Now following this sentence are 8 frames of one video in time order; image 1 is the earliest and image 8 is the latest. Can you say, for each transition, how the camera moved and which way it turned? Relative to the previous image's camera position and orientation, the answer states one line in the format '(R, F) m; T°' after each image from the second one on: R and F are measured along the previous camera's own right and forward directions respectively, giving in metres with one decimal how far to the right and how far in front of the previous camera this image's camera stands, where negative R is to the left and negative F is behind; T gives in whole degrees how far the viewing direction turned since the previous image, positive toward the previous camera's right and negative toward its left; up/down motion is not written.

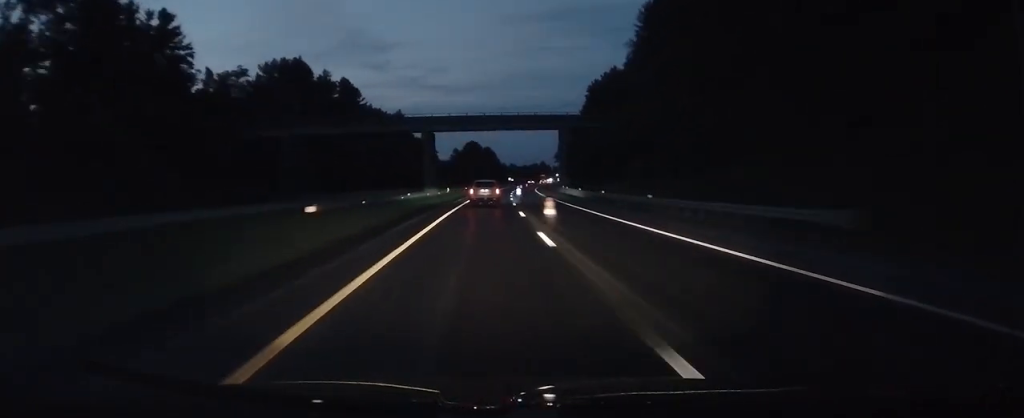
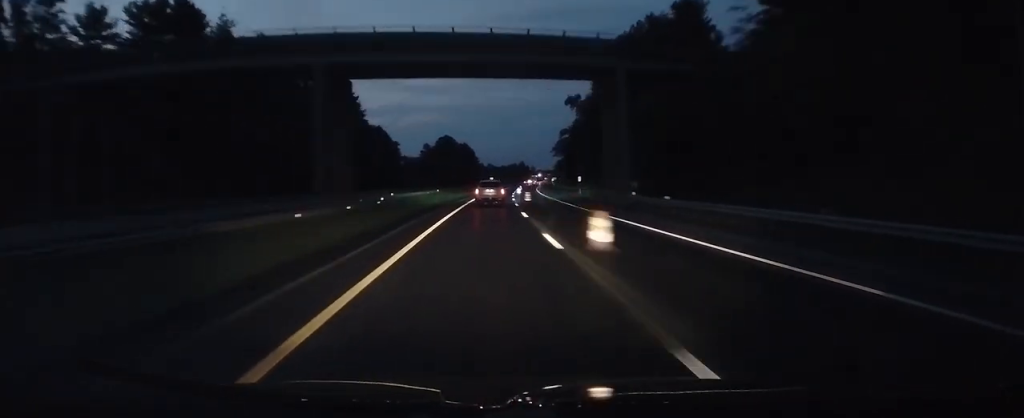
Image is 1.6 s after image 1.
(+1.0, +49.0) m; +2°
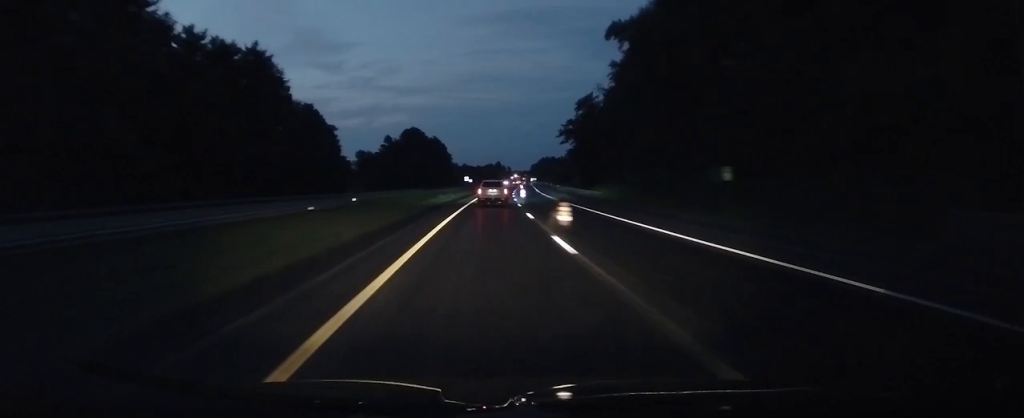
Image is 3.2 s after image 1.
(+0.2, +49.2) m; +2°
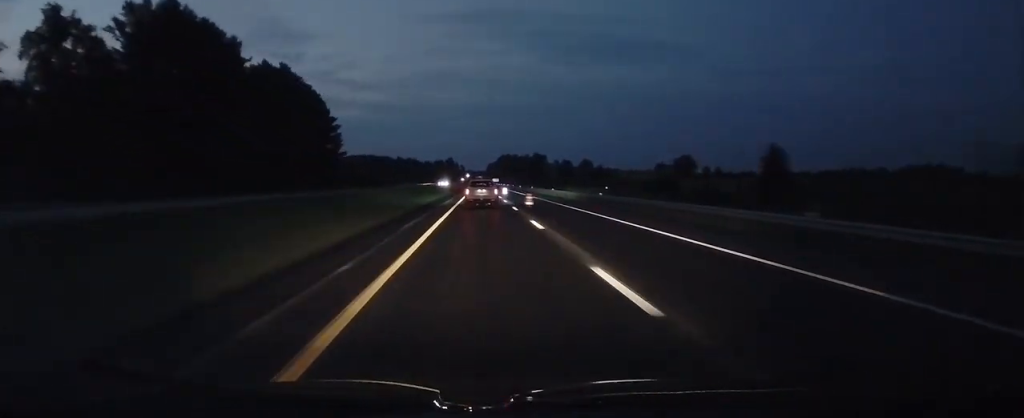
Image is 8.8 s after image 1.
(+8.4, +172.9) m; +3°
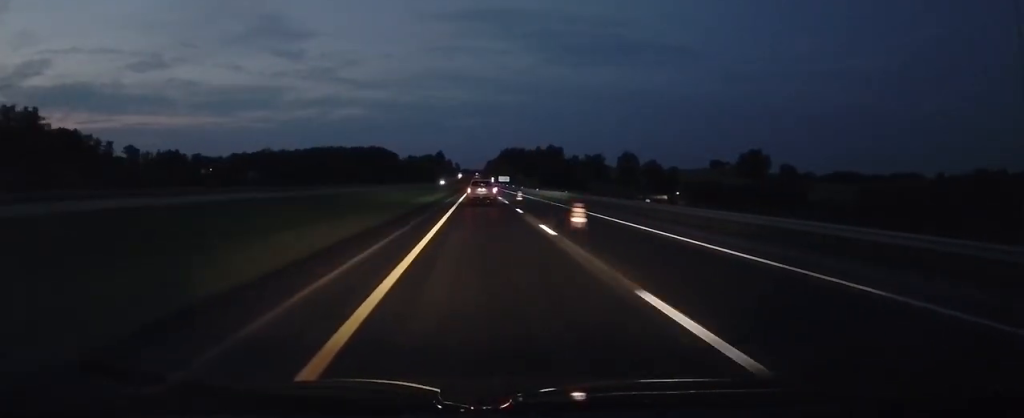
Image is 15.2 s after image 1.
(+0.4, +195.9) m; 0°
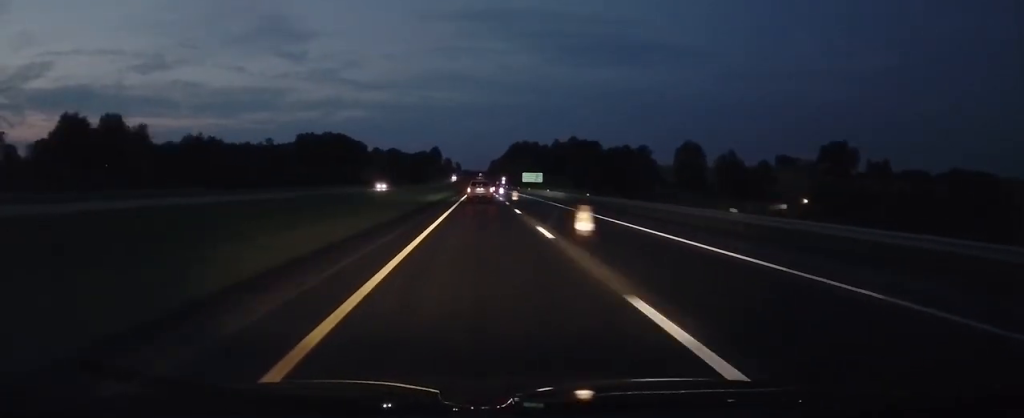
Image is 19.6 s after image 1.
(0.0, +134.4) m; 0°
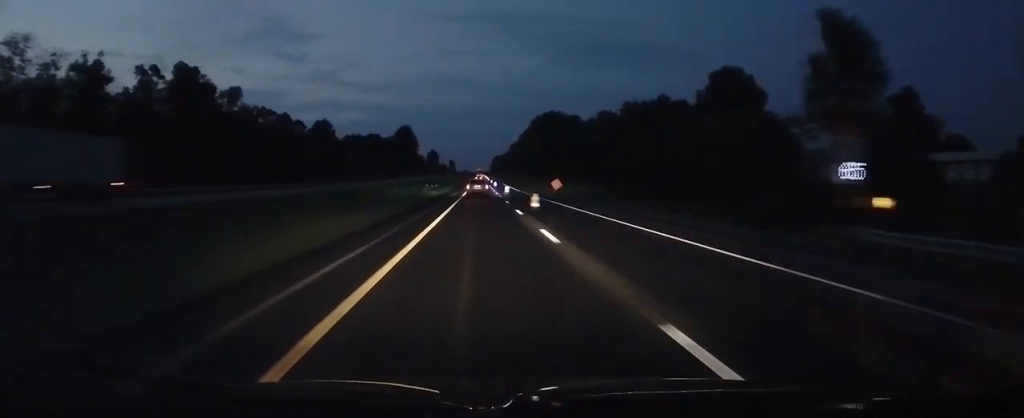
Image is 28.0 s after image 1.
(0.0, +257.4) m; 0°
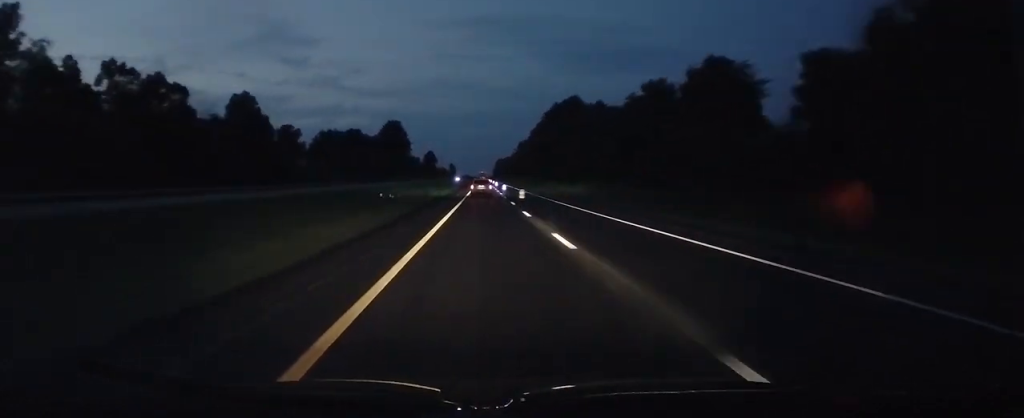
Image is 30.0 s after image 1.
(-0.2, +61.4) m; 0°
